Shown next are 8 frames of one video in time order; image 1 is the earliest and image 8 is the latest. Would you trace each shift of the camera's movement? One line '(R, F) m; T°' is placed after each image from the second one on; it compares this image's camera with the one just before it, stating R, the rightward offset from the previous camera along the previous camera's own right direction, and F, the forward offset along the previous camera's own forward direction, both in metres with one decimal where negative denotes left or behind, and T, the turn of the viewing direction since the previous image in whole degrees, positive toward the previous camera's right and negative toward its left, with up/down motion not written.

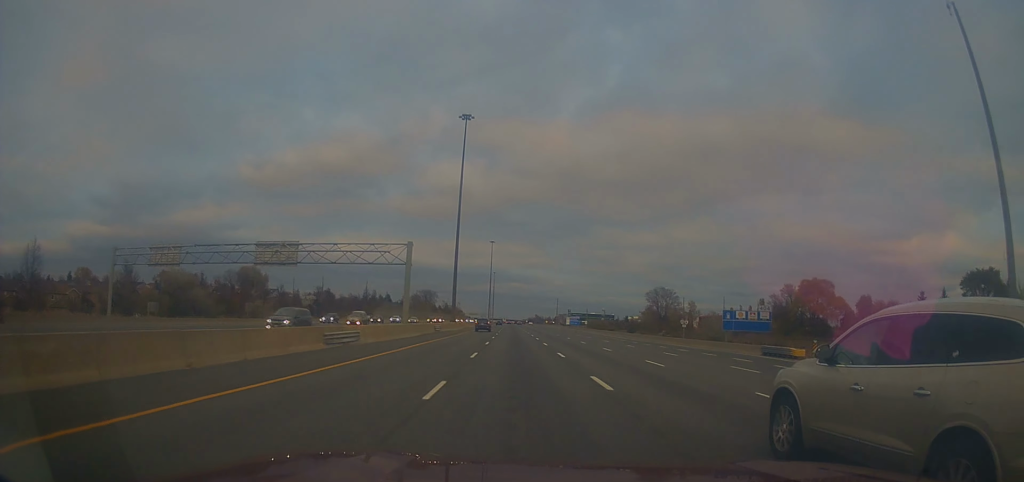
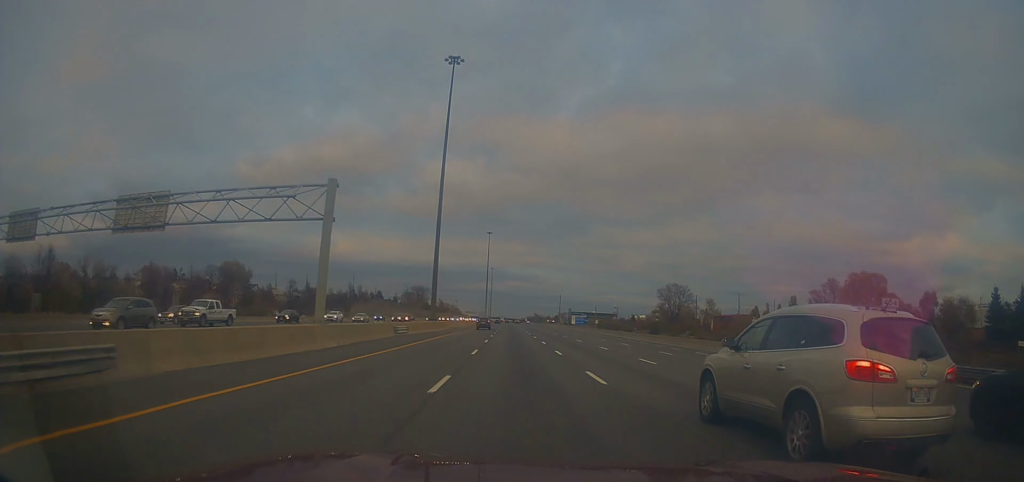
(0.0, +22.7) m; 0°
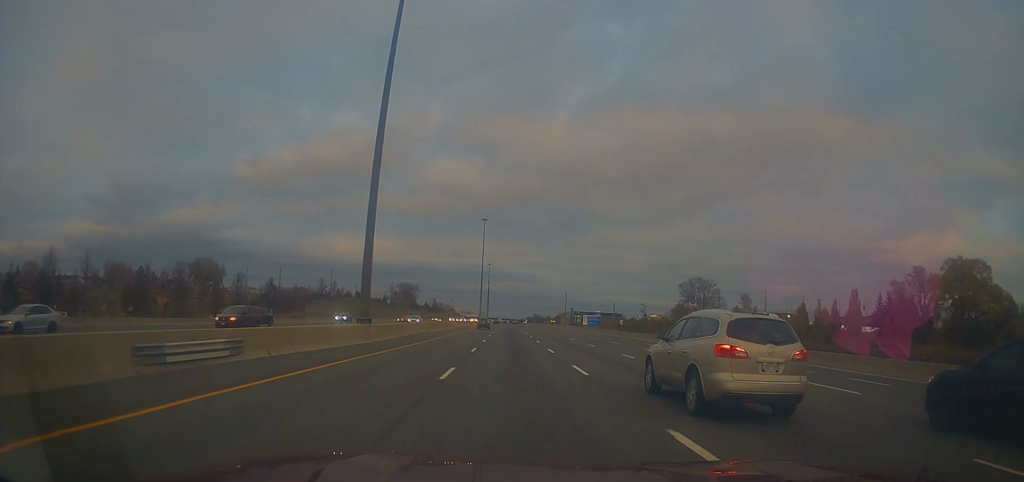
(+0.1, +32.5) m; 0°
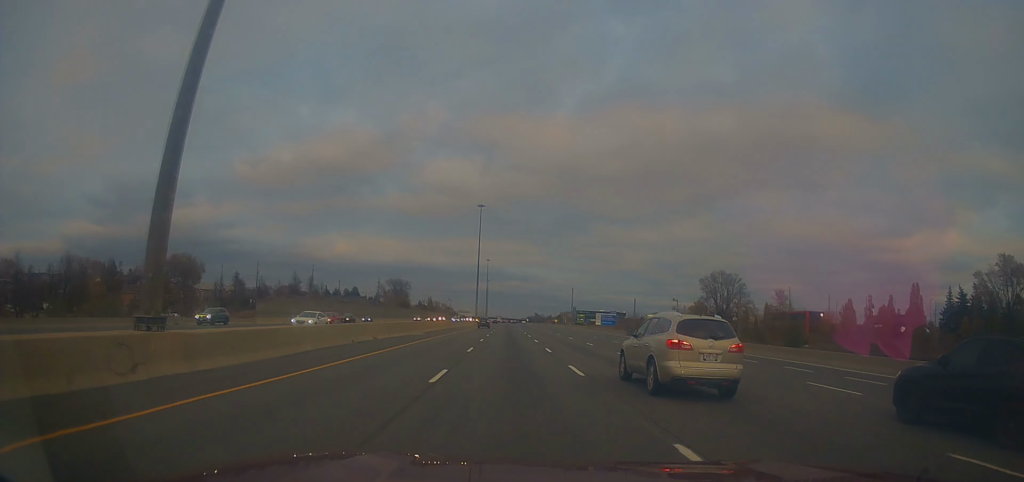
(0.0, +23.6) m; 0°
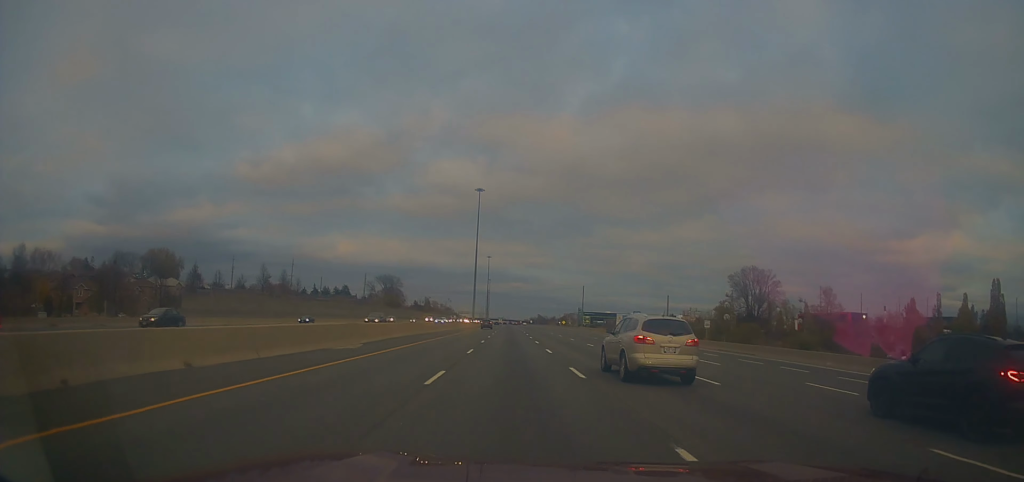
(0.0, +23.6) m; 0°
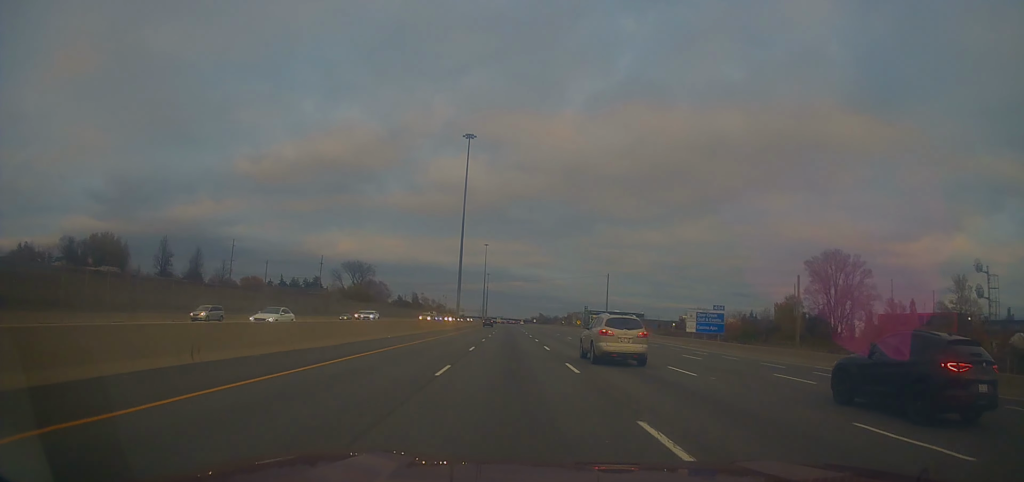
(+0.1, +45.2) m; 0°
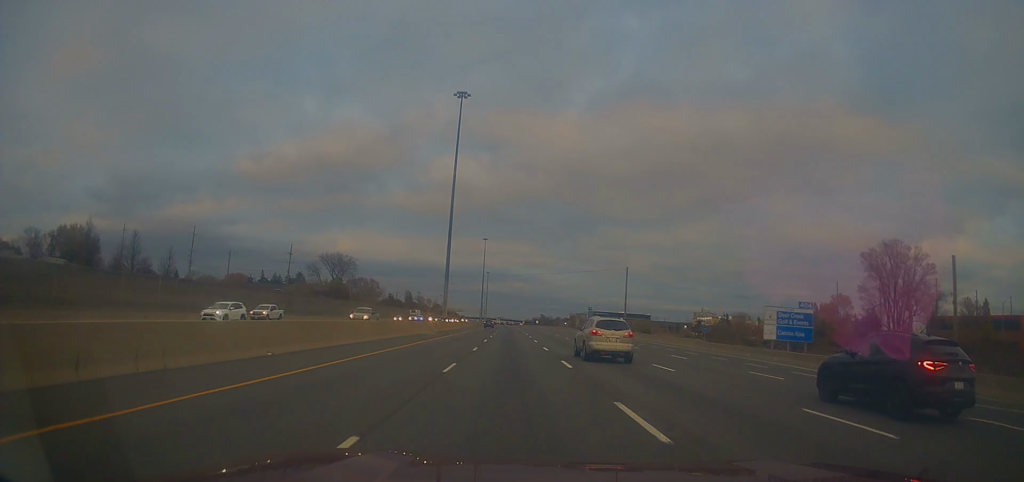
(0.0, +21.6) m; 0°
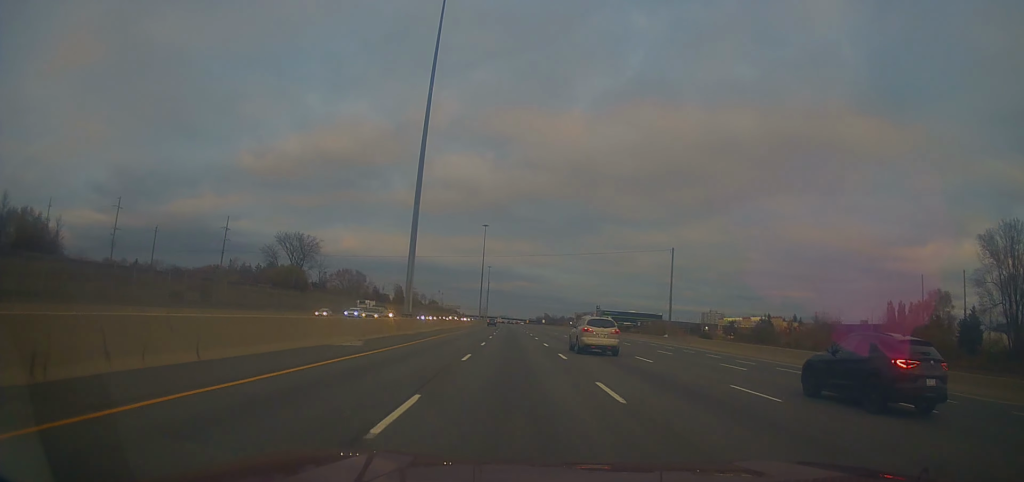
(0.0, +31.5) m; -1°
